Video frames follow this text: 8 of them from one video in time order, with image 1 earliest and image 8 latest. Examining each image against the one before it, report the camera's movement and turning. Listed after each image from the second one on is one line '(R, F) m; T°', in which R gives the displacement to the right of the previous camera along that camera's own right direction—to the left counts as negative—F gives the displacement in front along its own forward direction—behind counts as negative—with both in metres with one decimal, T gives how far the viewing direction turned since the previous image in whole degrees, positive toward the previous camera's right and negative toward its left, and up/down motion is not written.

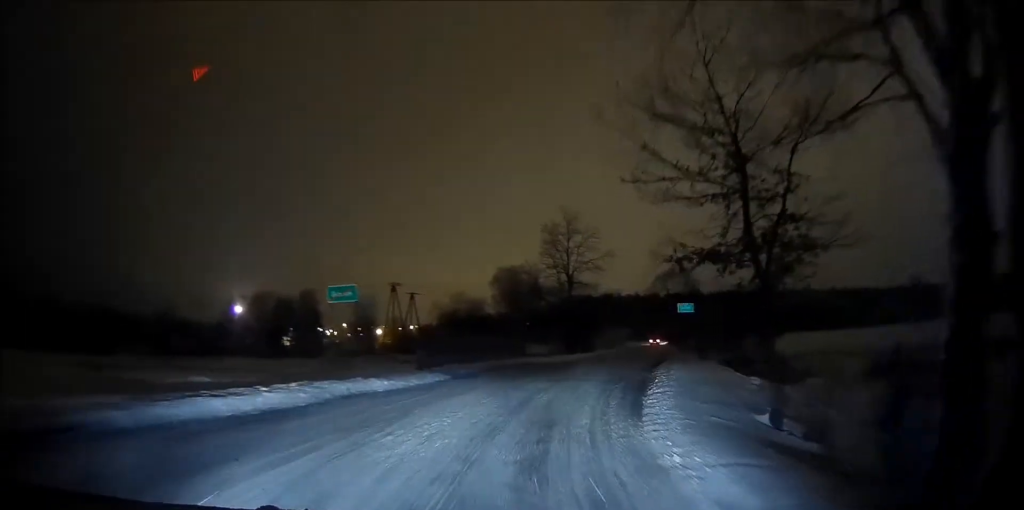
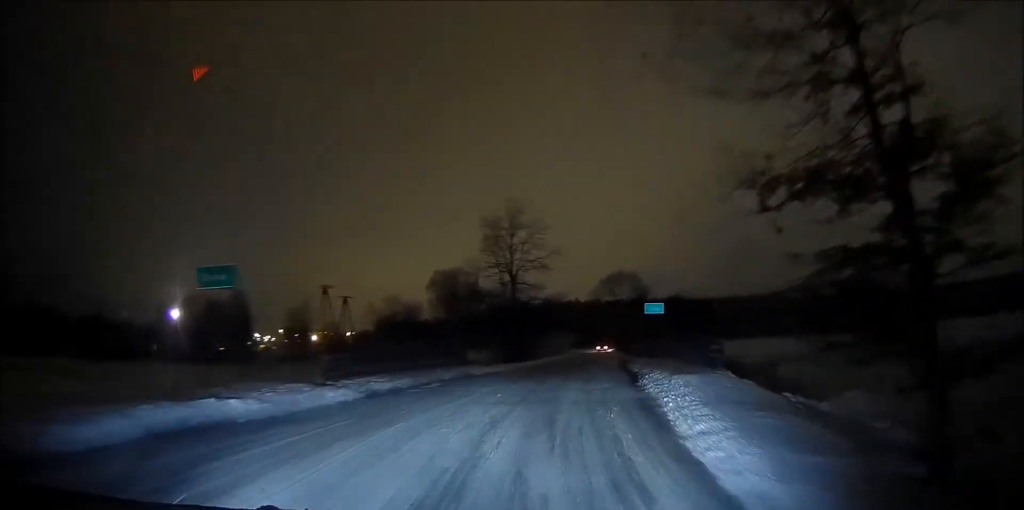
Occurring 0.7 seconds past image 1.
(+0.4, +6.1) m; +6°
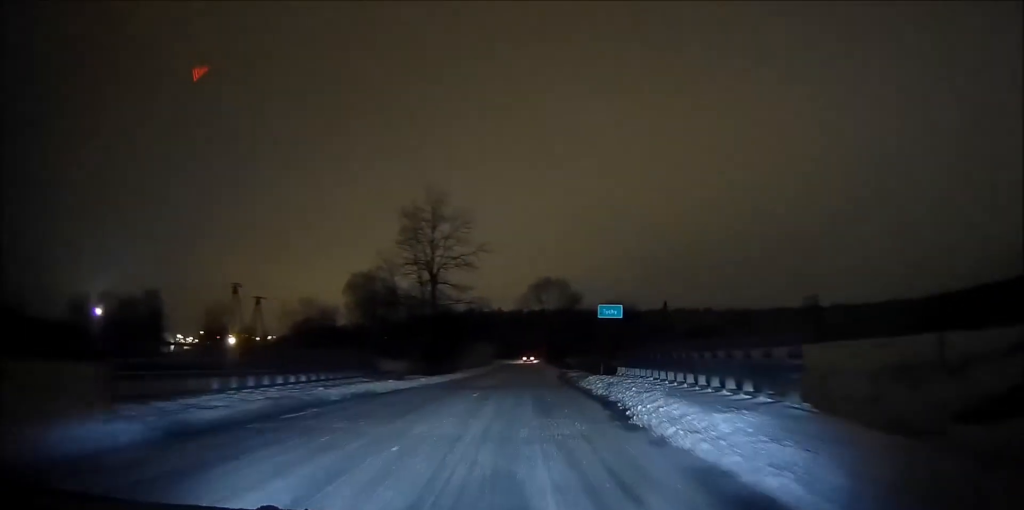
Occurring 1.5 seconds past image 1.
(+0.2, +7.4) m; +3°
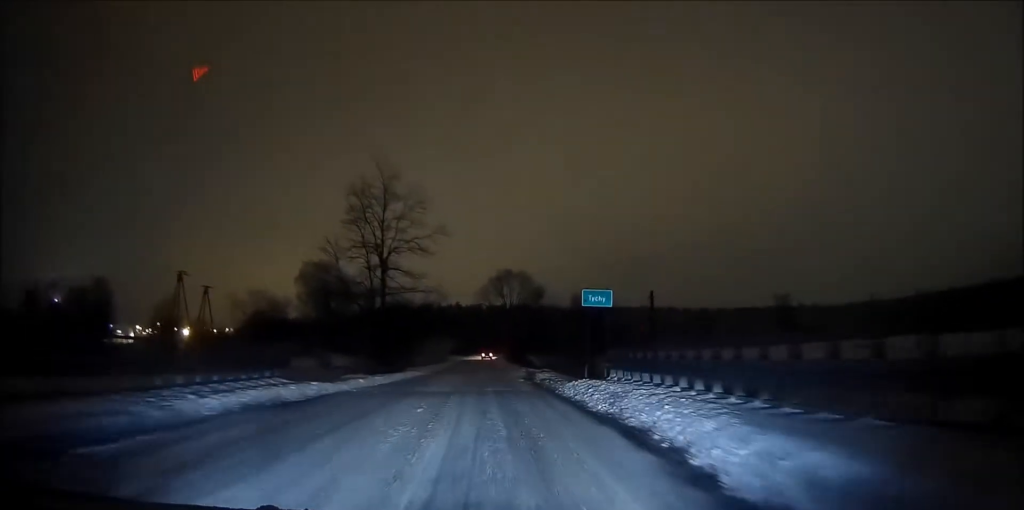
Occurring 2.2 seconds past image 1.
(+0.2, +6.1) m; 0°
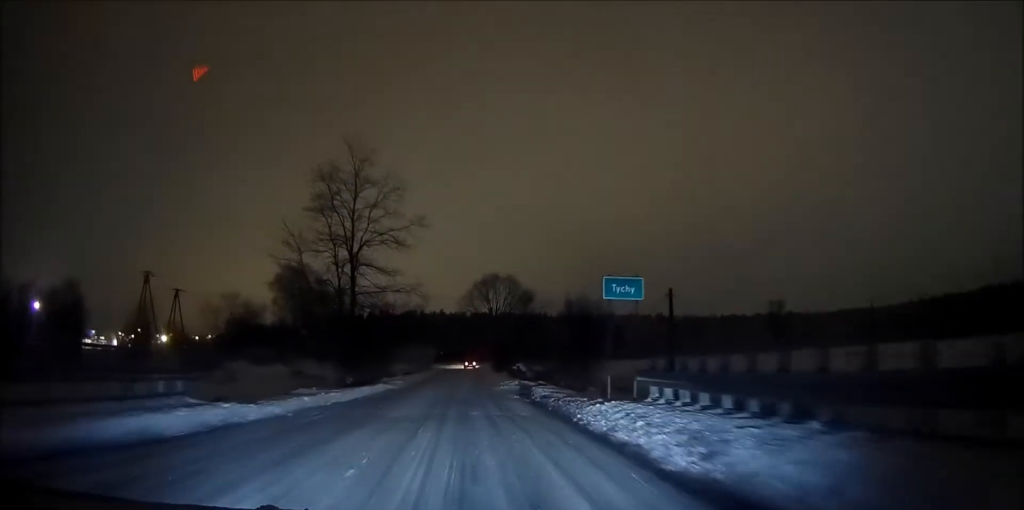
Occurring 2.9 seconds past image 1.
(+0.1, +6.2) m; -1°
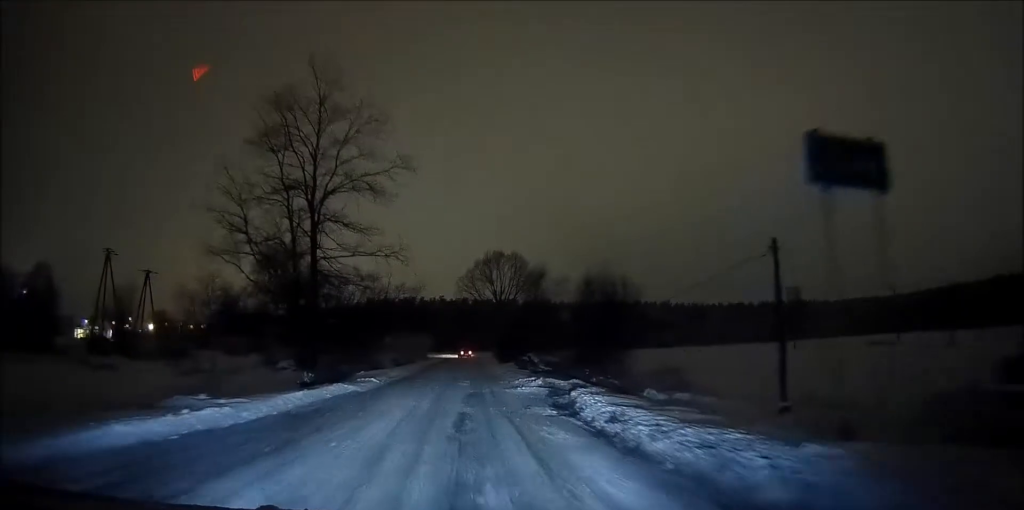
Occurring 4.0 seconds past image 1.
(-0.3, +10.5) m; -2°
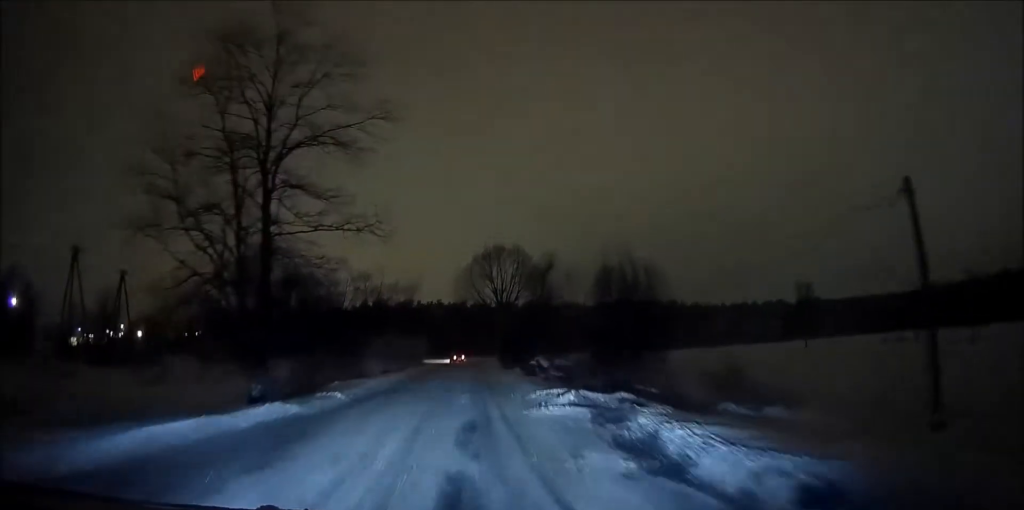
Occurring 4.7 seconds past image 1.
(-0.1, +7.1) m; 0°
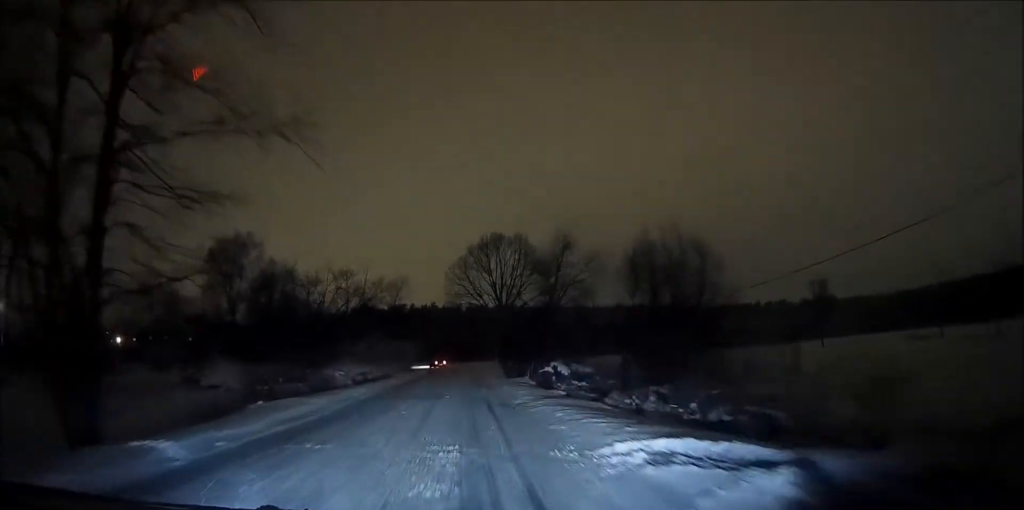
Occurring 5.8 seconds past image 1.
(+0.2, +11.1) m; +1°
